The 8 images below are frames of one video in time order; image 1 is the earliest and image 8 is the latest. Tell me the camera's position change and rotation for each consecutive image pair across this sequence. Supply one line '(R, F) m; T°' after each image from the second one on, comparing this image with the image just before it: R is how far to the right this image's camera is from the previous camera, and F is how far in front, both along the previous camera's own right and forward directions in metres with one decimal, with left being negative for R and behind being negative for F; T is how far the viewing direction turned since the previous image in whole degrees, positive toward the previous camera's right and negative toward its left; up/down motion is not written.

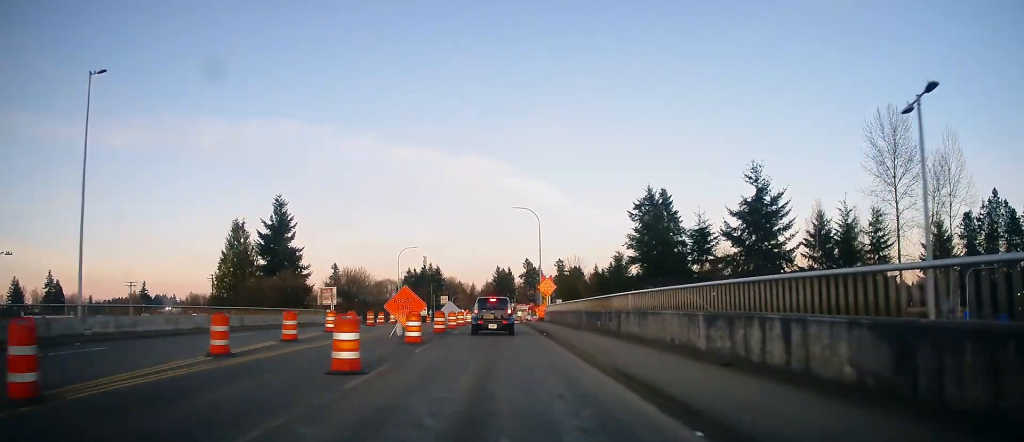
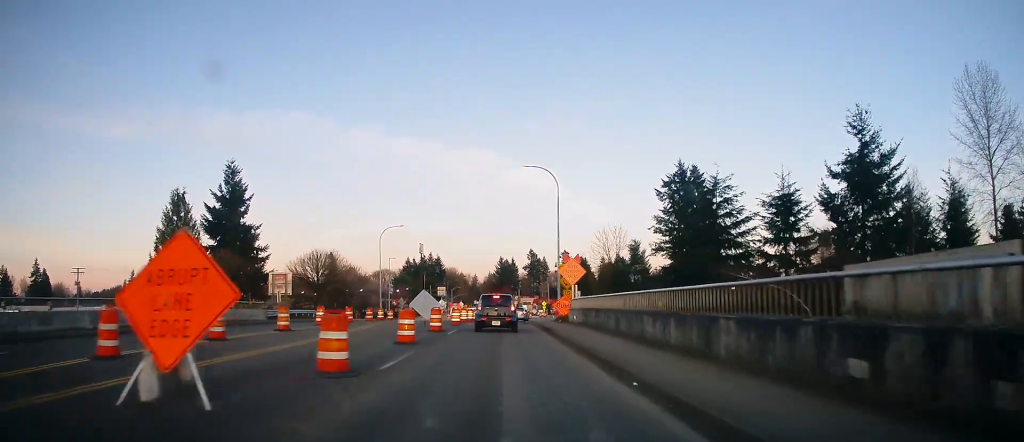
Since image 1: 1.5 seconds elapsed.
(0.0, +17.3) m; 0°
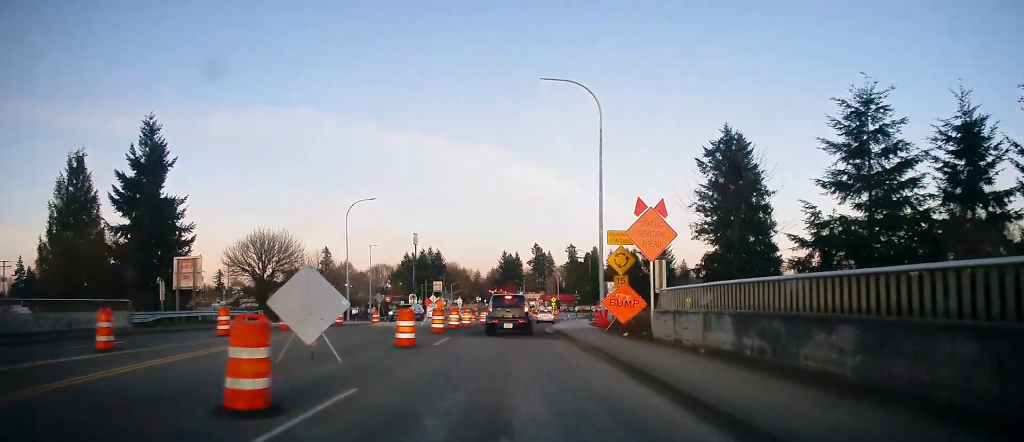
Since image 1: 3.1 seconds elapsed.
(0.0, +18.8) m; 0°
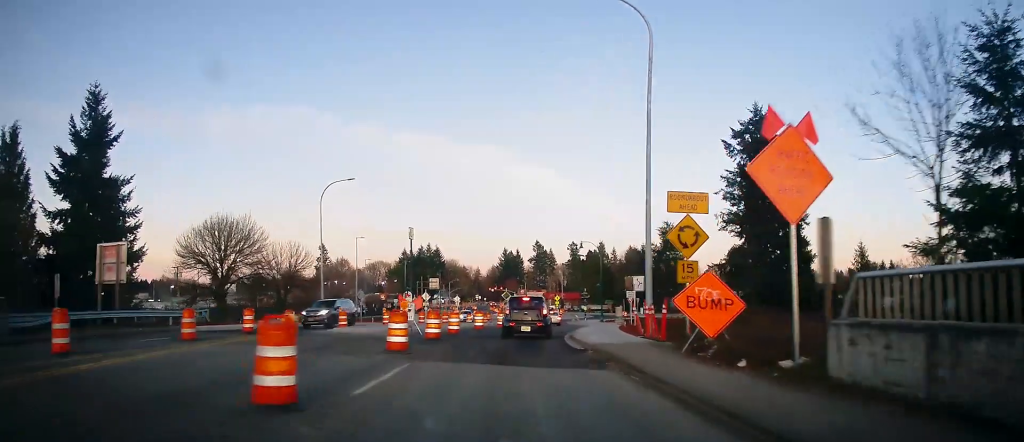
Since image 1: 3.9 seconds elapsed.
(0.0, +9.2) m; 0°
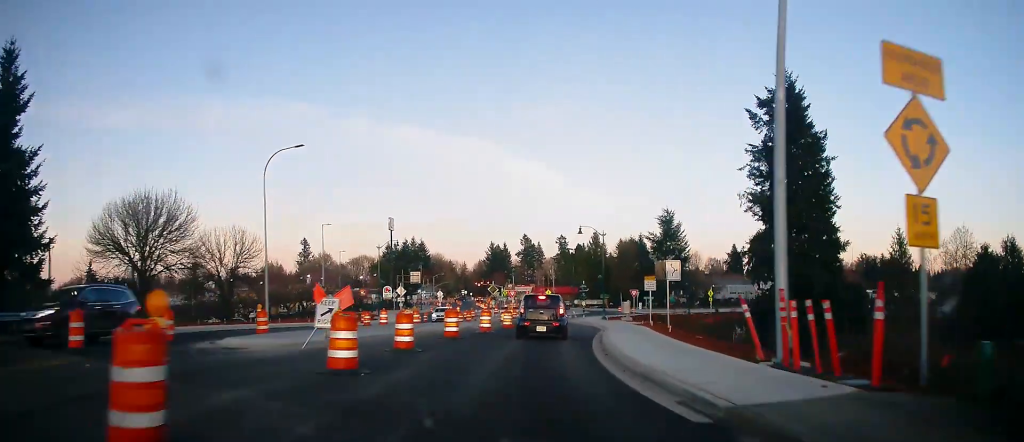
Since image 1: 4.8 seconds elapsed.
(0.0, +10.5) m; 0°
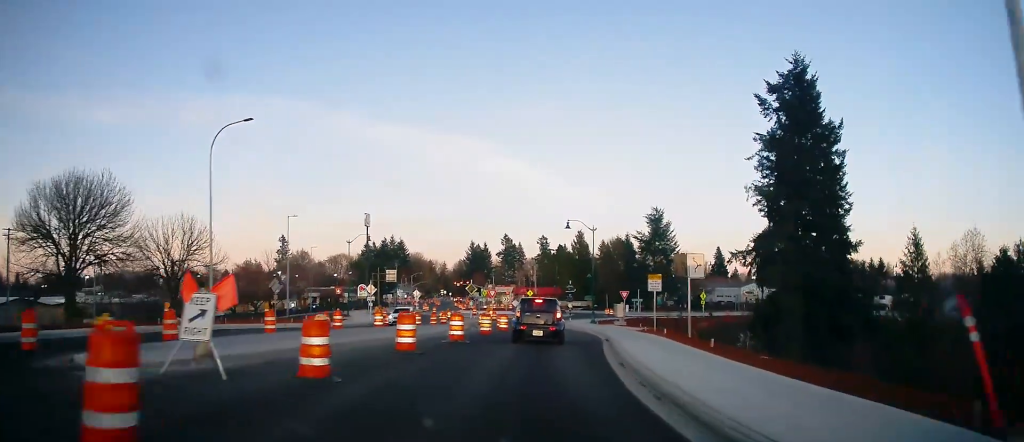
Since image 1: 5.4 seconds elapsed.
(0.0, +6.2) m; 0°
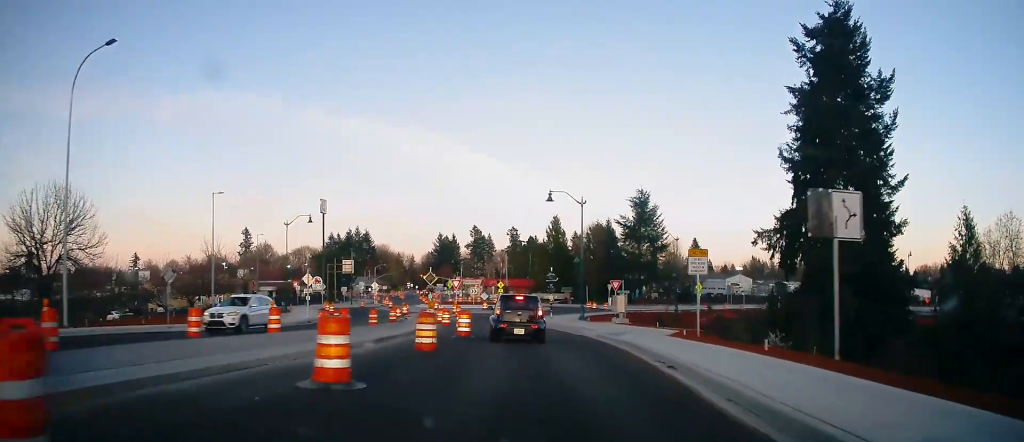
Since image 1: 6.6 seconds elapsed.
(0.0, +12.7) m; +3°
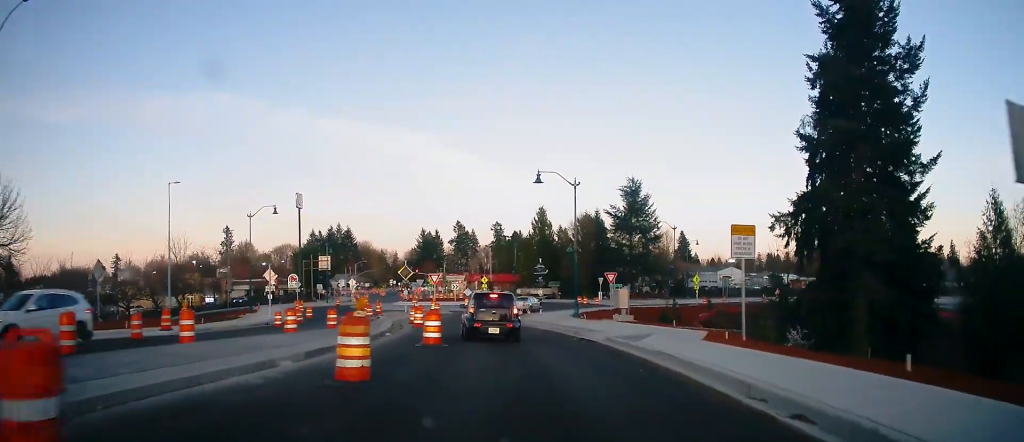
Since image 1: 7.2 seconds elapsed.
(+0.3, +5.7) m; +2°
